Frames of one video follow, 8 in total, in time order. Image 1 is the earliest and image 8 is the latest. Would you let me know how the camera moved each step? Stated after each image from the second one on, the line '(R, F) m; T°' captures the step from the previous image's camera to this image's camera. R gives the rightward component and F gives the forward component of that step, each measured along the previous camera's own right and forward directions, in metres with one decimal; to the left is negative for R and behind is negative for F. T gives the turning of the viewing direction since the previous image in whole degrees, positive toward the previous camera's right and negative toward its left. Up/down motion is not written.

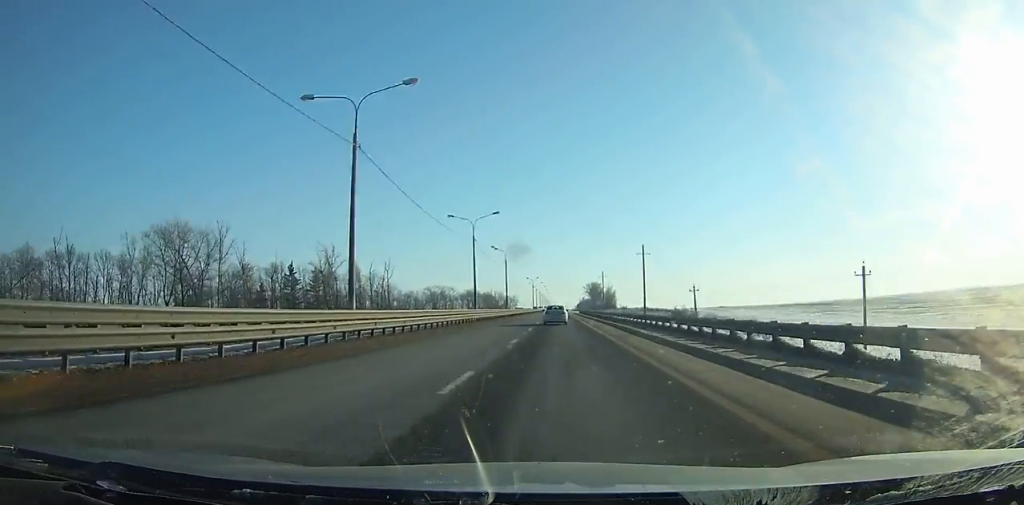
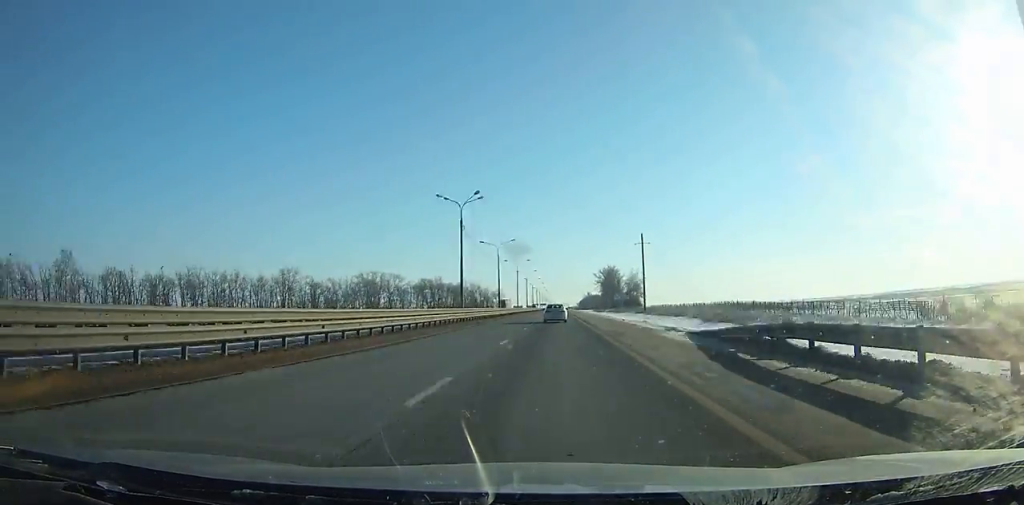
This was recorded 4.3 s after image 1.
(-0.2, +132.8) m; 0°
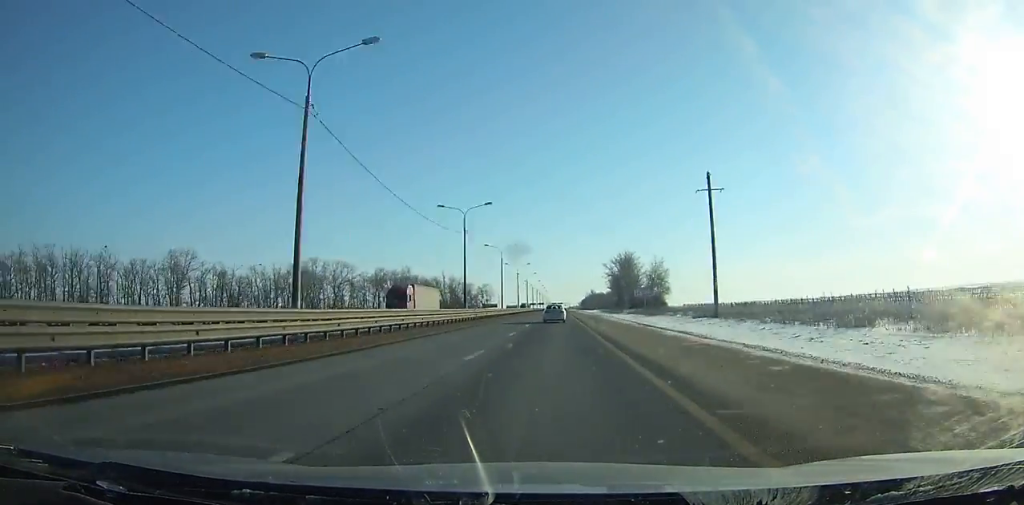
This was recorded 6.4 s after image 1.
(0.0, +65.5) m; 0°
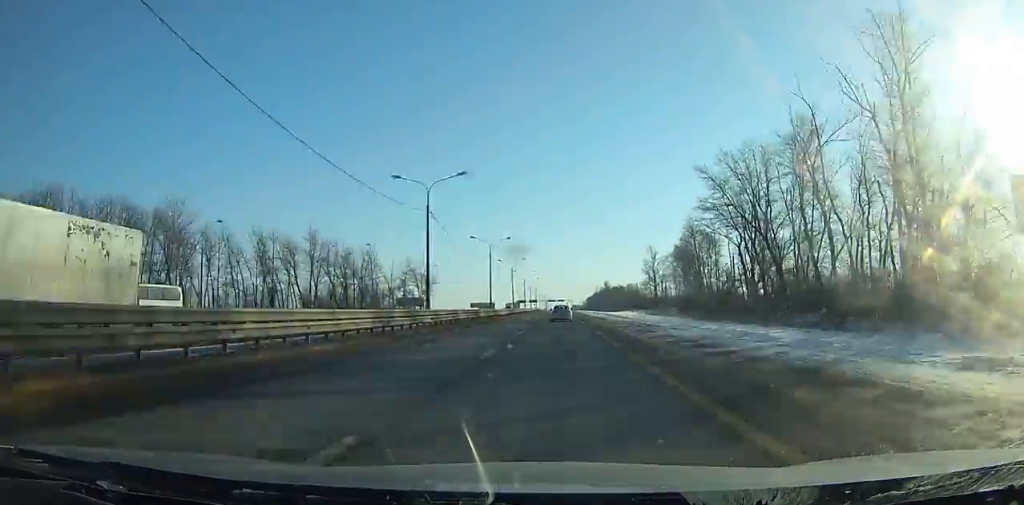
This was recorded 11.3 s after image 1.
(0.0, +154.4) m; 0°
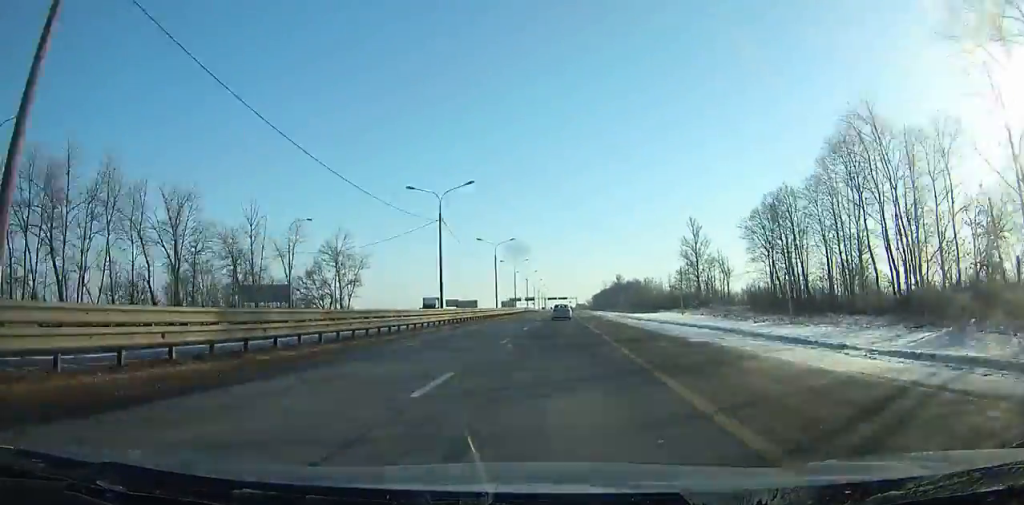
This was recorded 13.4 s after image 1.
(0.0, +66.7) m; 0°
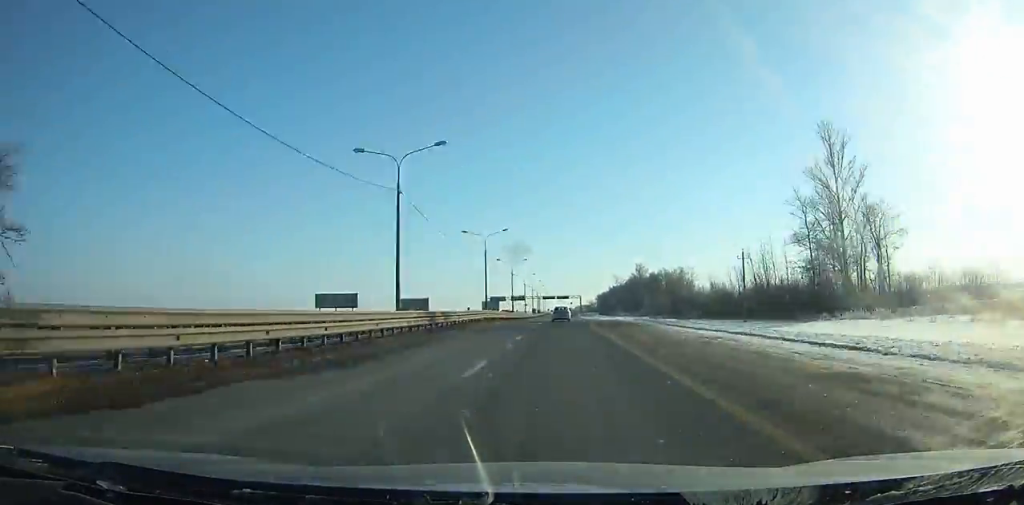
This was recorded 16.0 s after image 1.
(-0.1, +83.0) m; 0°
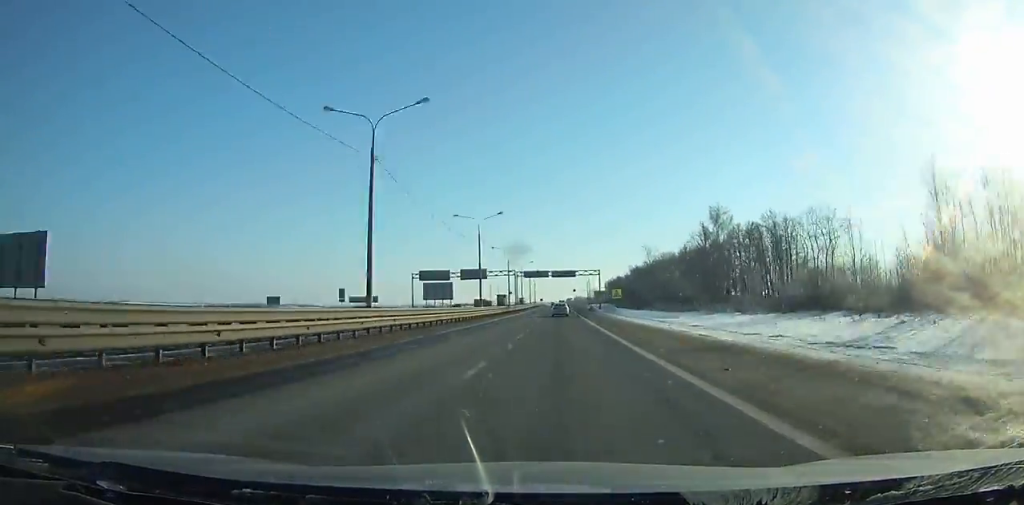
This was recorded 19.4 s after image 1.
(-0.1, +109.4) m; 0°
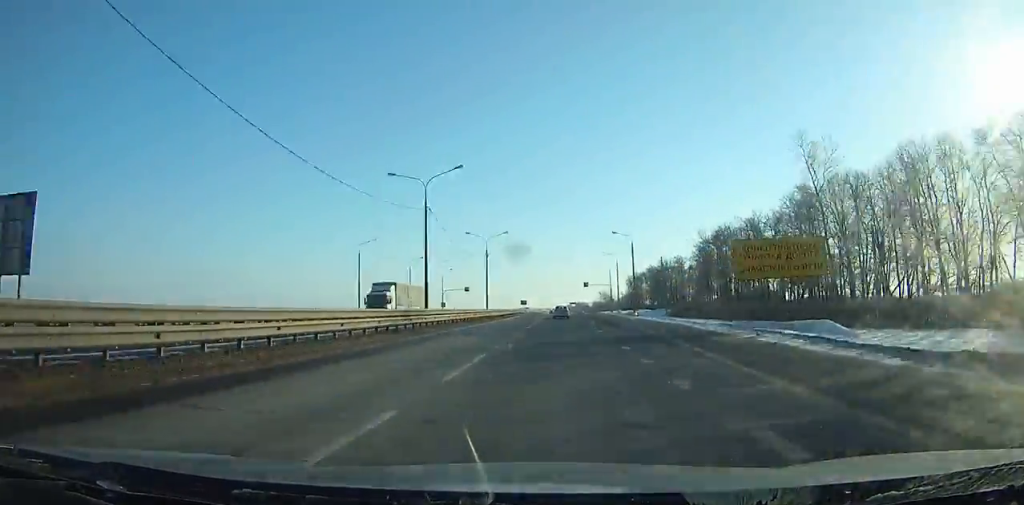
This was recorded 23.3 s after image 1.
(+0.1, +125.8) m; 0°
